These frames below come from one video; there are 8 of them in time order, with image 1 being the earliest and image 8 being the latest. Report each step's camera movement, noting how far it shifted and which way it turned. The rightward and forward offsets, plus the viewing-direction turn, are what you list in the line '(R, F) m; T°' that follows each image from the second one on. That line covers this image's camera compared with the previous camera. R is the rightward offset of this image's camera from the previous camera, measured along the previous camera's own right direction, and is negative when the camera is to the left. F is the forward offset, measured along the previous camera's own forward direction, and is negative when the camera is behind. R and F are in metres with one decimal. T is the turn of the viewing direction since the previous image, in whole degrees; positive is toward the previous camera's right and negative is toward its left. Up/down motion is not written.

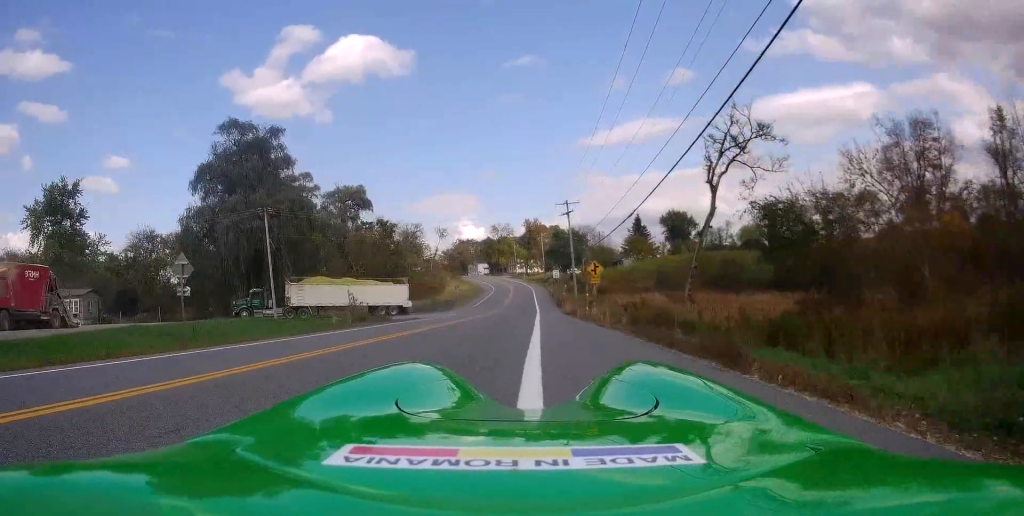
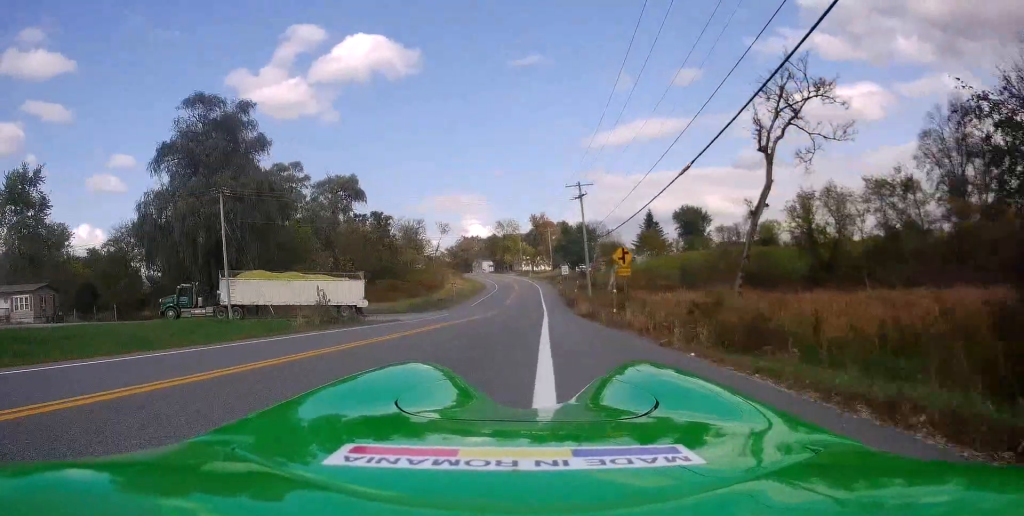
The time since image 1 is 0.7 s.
(-0.1, +9.0) m; 0°
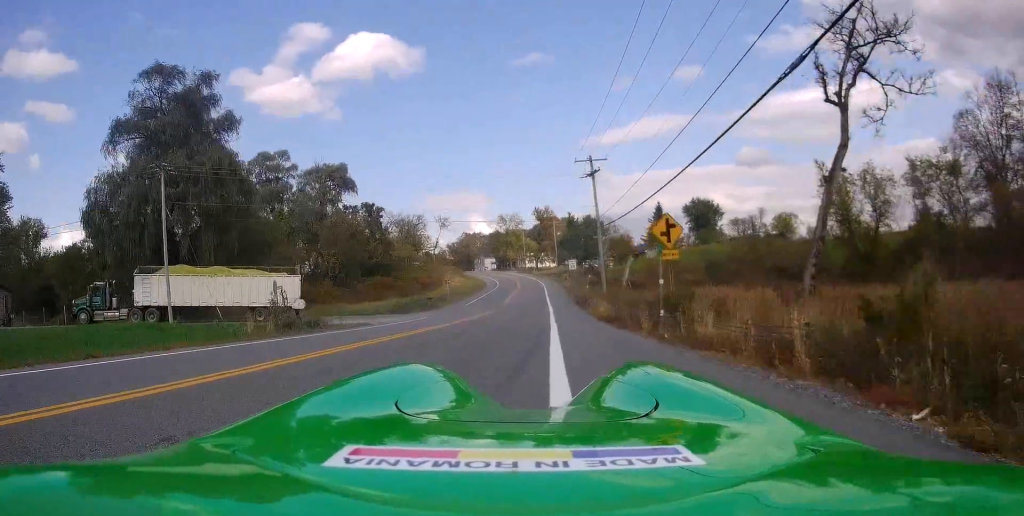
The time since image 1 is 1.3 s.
(+0.1, +8.5) m; +1°
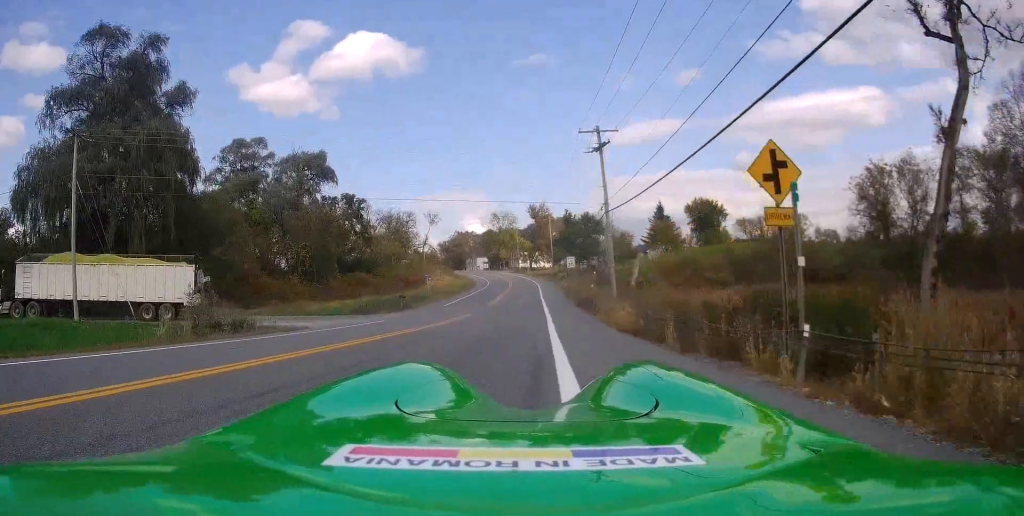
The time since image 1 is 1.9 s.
(+0.1, +8.0) m; 0°
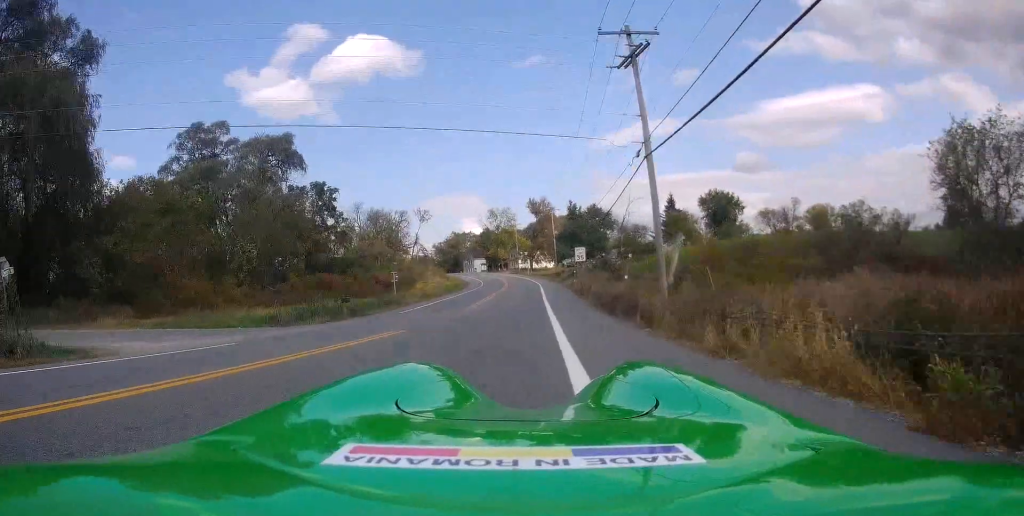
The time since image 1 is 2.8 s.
(0.0, +13.2) m; -1°
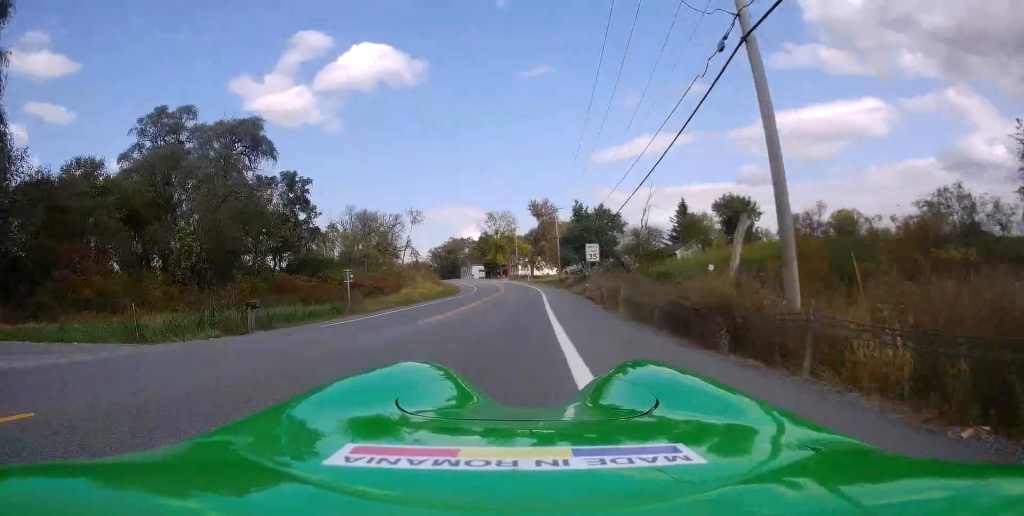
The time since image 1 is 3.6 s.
(-0.3, +11.1) m; -1°
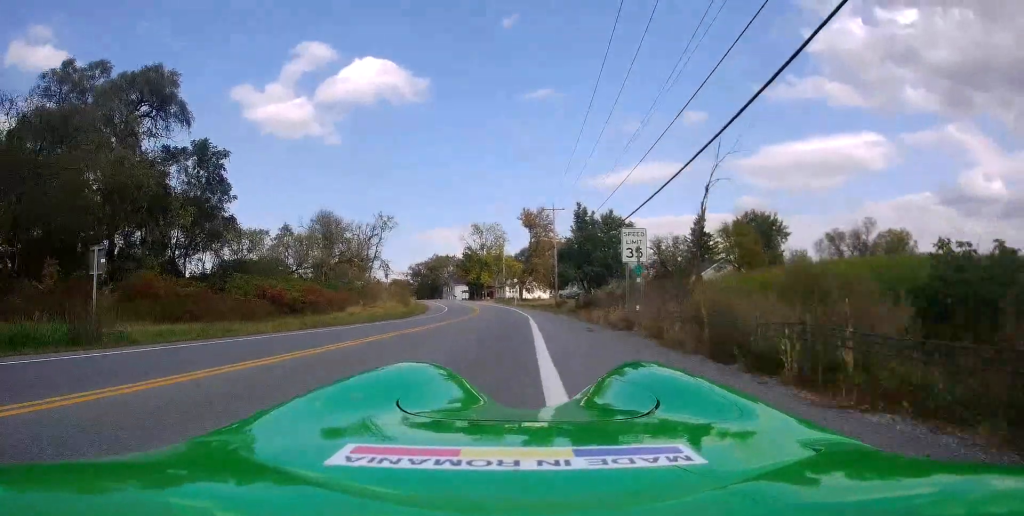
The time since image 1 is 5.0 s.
(+0.7, +20.4) m; +2°
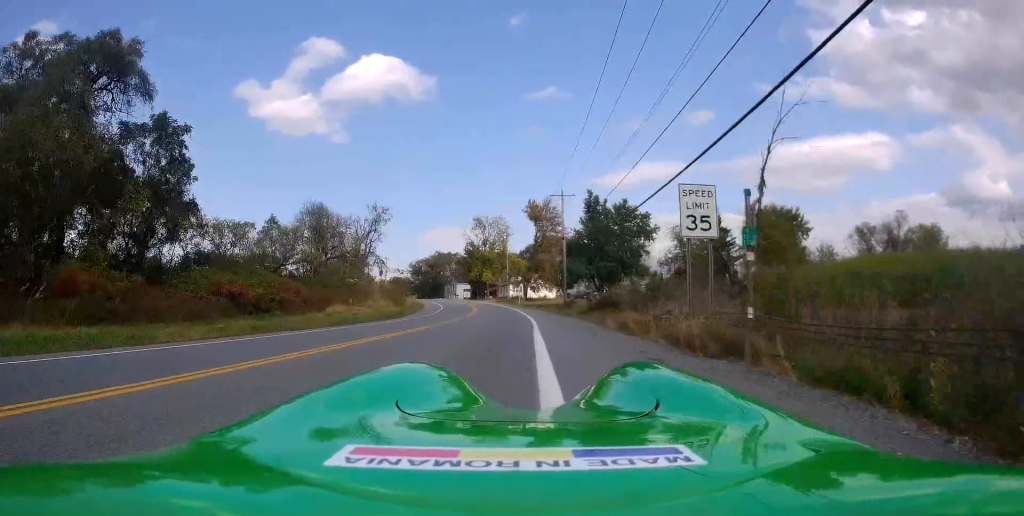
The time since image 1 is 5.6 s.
(+0.2, +8.5) m; 0°
